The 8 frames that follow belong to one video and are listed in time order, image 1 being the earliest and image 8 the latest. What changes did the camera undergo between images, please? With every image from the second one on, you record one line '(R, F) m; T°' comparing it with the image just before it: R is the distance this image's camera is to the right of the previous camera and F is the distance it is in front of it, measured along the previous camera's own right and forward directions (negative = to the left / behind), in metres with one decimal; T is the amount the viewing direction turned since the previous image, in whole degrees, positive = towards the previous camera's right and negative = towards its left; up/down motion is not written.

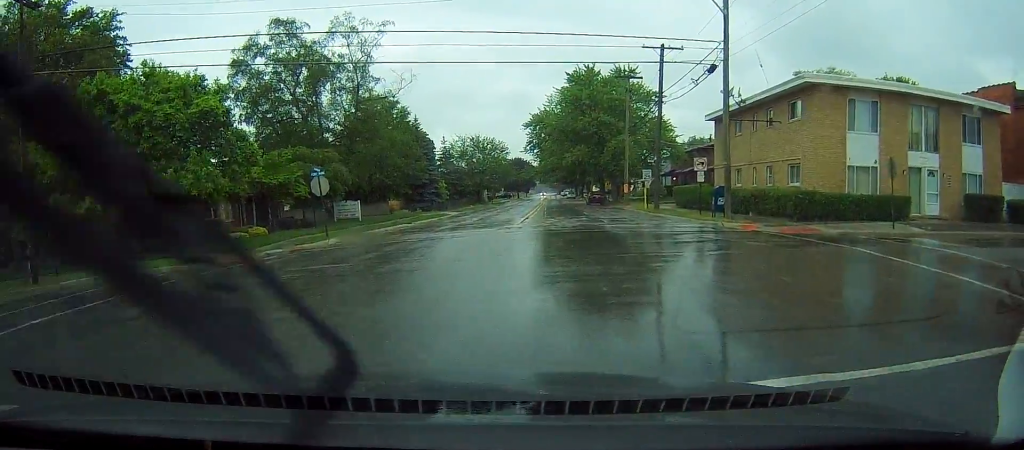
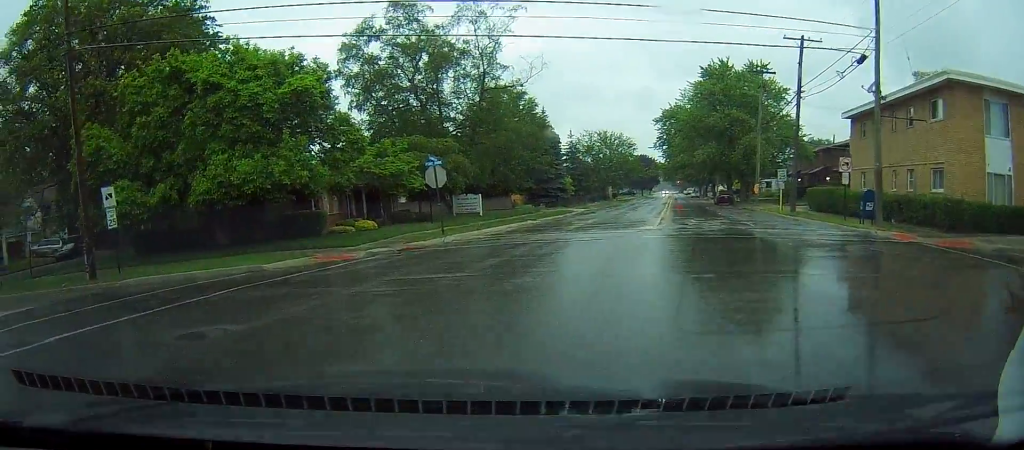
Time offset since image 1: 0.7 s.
(+0.1, +2.5) m; -16°
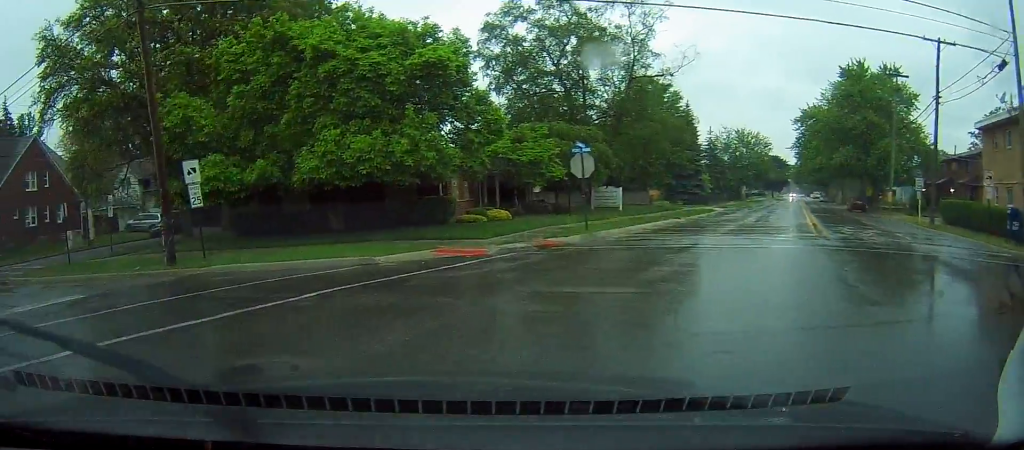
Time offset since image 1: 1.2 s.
(-0.5, +2.4) m; -14°
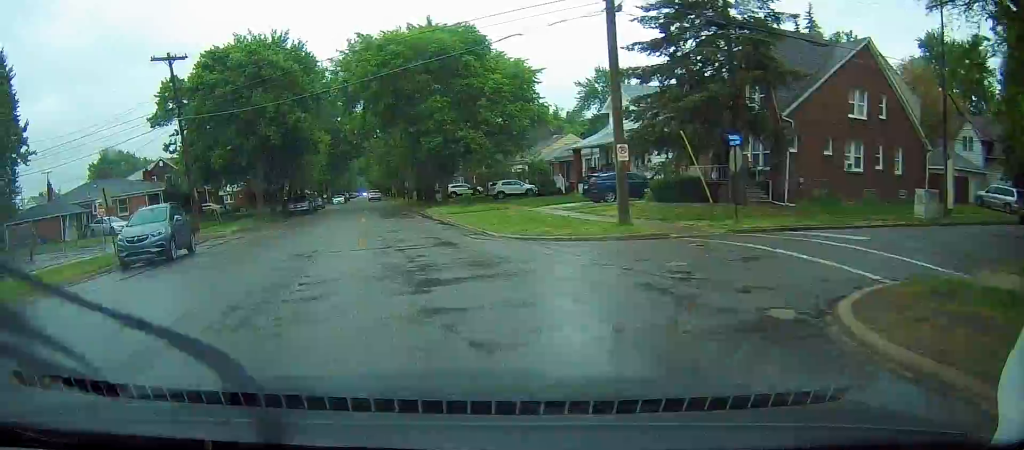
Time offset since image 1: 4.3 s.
(-10.2, +13.3) m; -65°
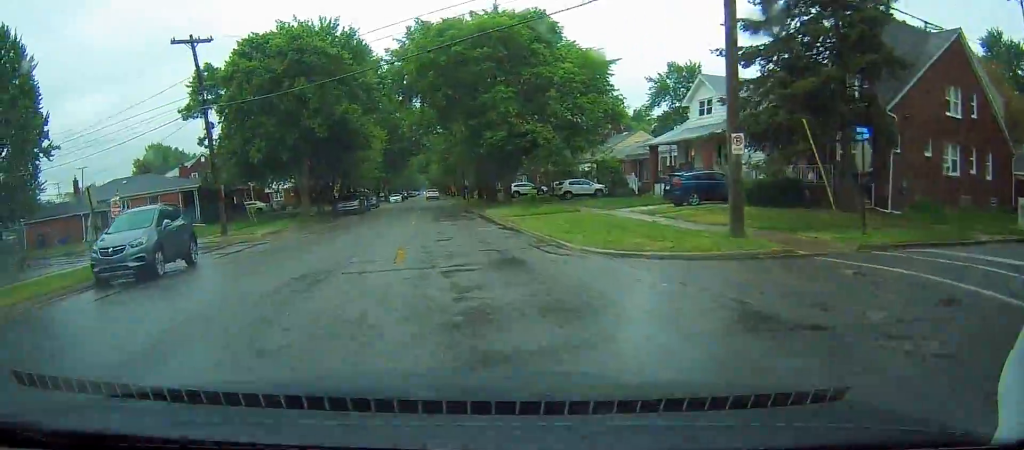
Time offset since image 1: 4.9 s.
(-0.3, +4.0) m; -8°
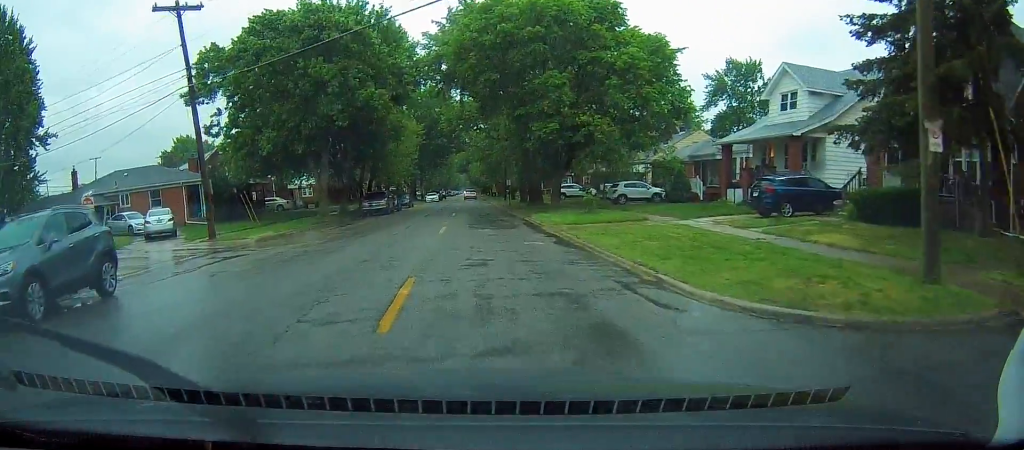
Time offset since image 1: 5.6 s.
(-0.5, +5.6) m; -2°
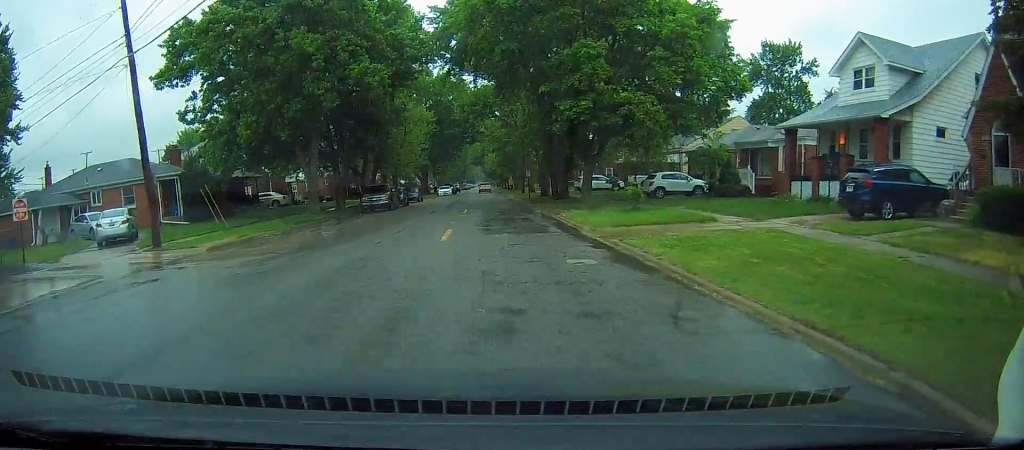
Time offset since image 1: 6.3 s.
(+0.1, +5.9) m; 0°
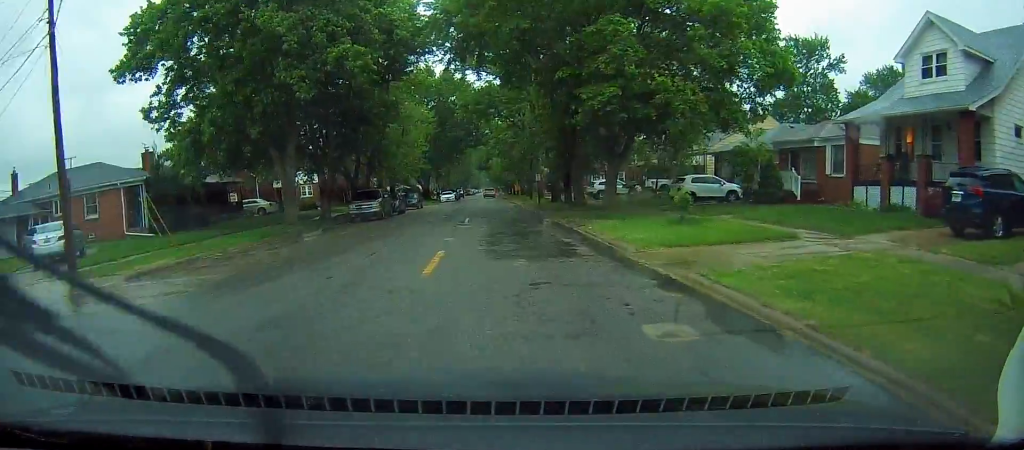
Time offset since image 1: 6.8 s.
(+0.1, +5.0) m; +1°
